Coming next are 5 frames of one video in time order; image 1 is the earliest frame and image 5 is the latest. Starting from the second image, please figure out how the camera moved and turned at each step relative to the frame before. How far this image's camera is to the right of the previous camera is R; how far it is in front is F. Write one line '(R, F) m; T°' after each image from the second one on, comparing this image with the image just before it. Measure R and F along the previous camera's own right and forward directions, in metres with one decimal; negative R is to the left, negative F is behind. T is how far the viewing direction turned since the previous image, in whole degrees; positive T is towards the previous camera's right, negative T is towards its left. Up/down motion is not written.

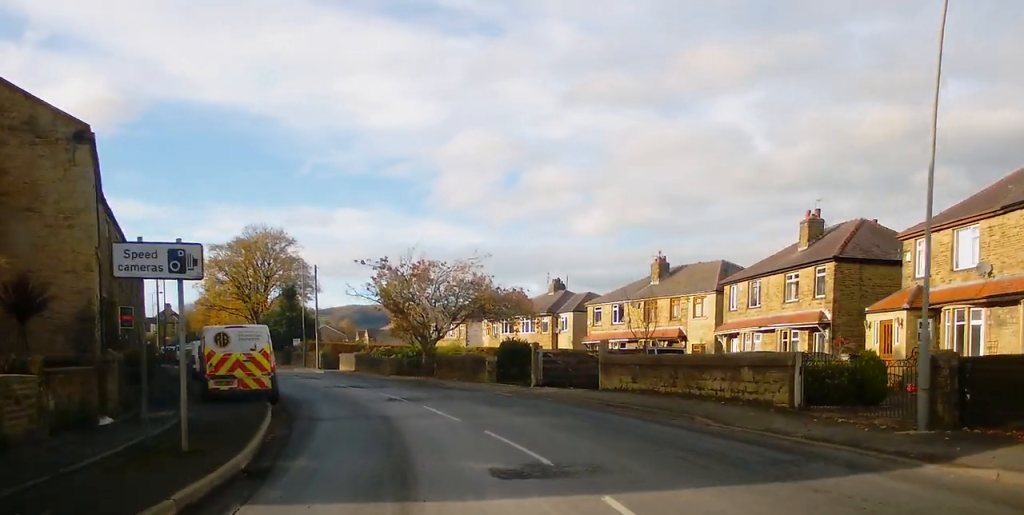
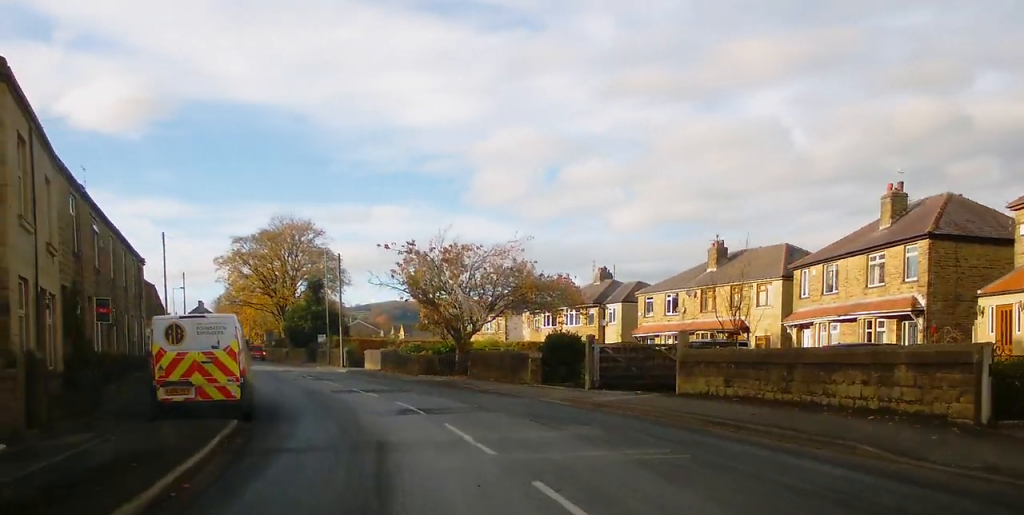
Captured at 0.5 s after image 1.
(+0.1, +4.9) m; -4°
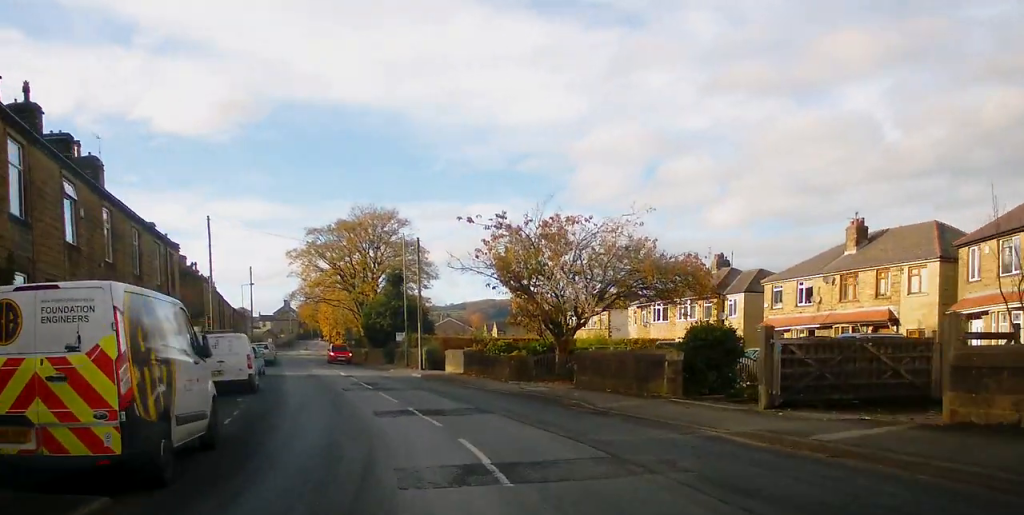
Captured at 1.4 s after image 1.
(-0.5, +7.4) m; -6°
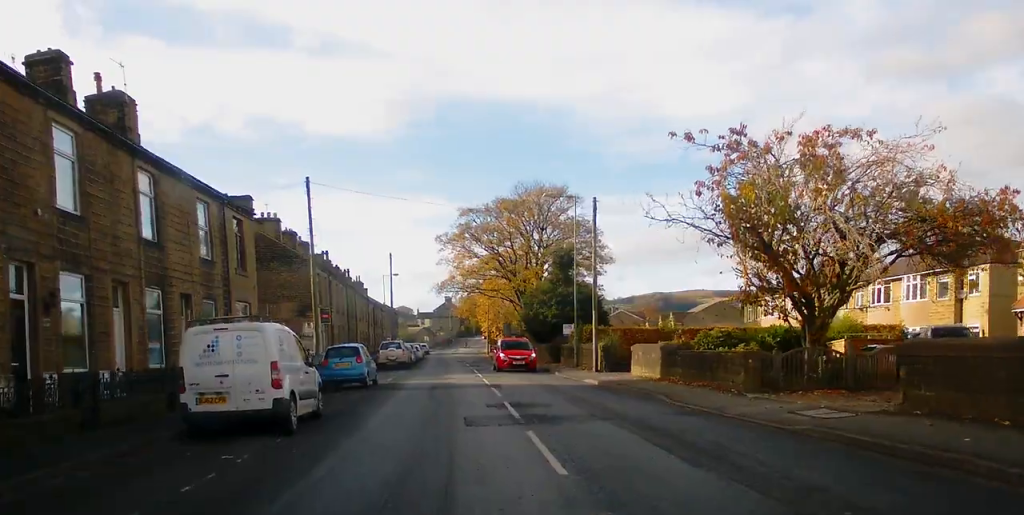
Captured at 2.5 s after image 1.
(-0.8, +10.9) m; -7°
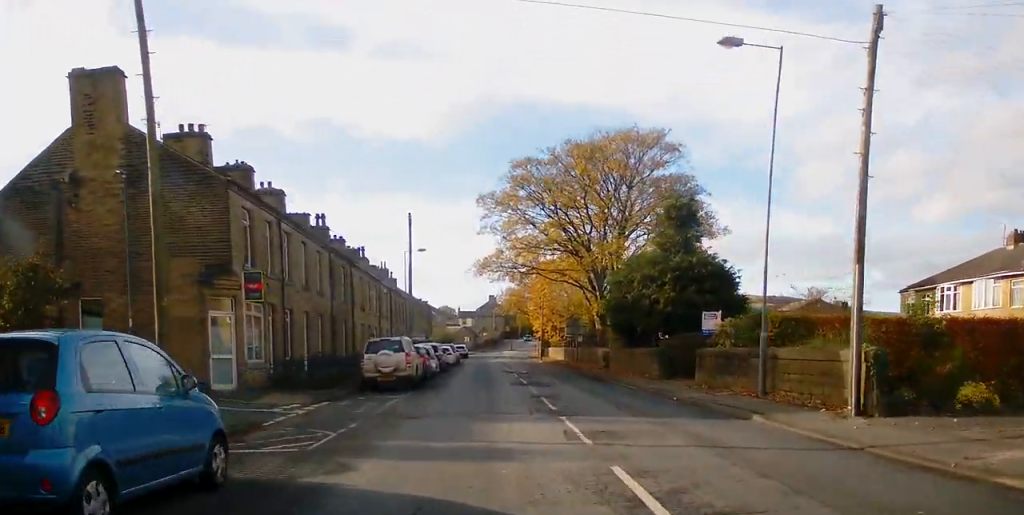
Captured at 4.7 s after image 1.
(-1.3, +20.4) m; -7°
